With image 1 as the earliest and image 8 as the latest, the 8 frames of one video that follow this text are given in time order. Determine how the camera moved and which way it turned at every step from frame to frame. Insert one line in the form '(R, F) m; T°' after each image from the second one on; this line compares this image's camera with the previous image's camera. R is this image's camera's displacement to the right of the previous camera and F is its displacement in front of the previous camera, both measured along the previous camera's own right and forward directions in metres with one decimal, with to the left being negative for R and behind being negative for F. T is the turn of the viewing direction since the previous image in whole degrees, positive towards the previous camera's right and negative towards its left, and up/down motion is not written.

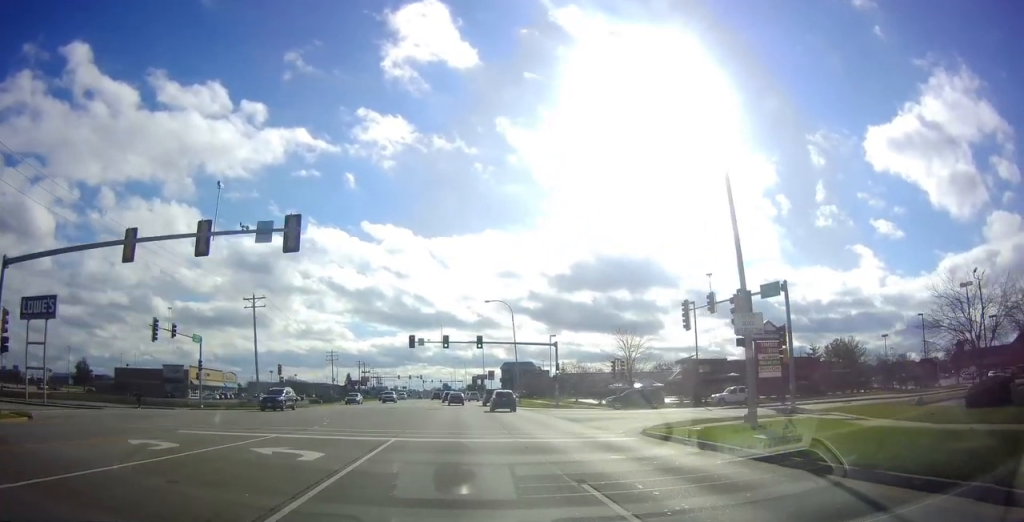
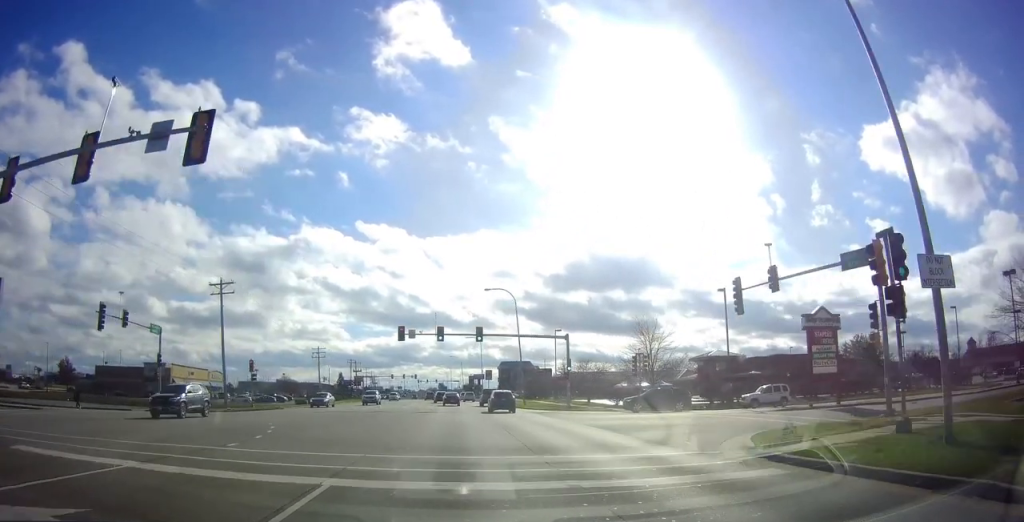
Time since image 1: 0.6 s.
(-0.3, +8.2) m; -1°
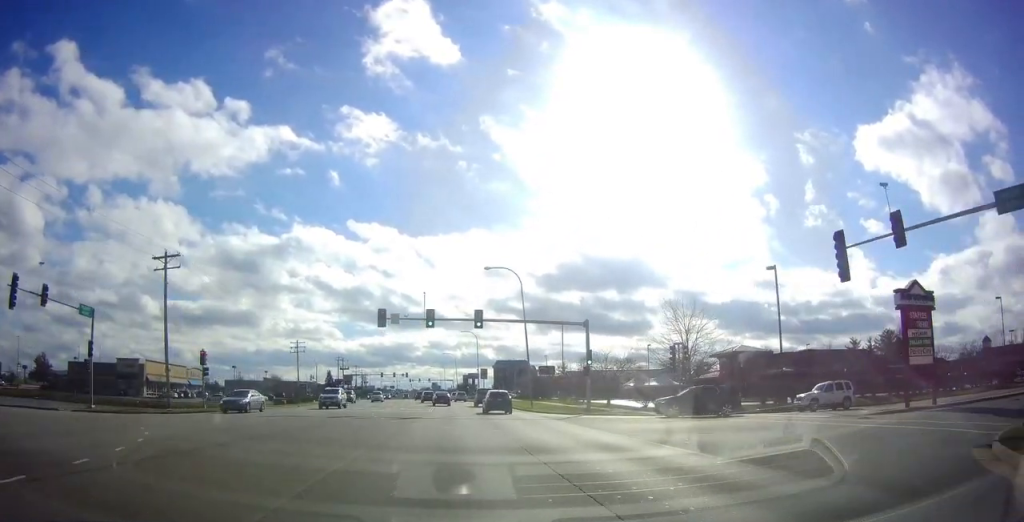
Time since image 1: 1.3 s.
(-0.3, +10.5) m; 0°
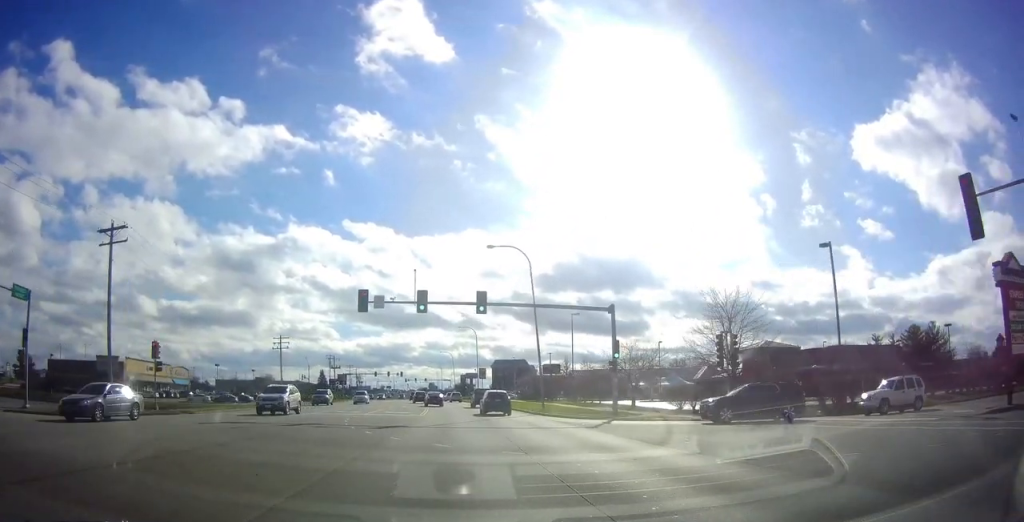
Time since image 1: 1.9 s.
(+0.2, +7.7) m; +1°
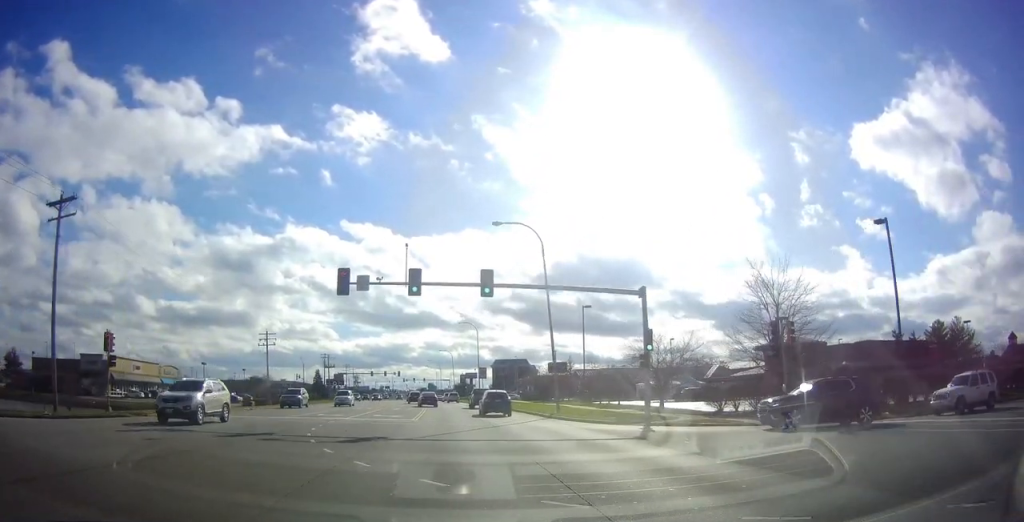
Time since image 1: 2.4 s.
(+0.1, +6.7) m; +1°
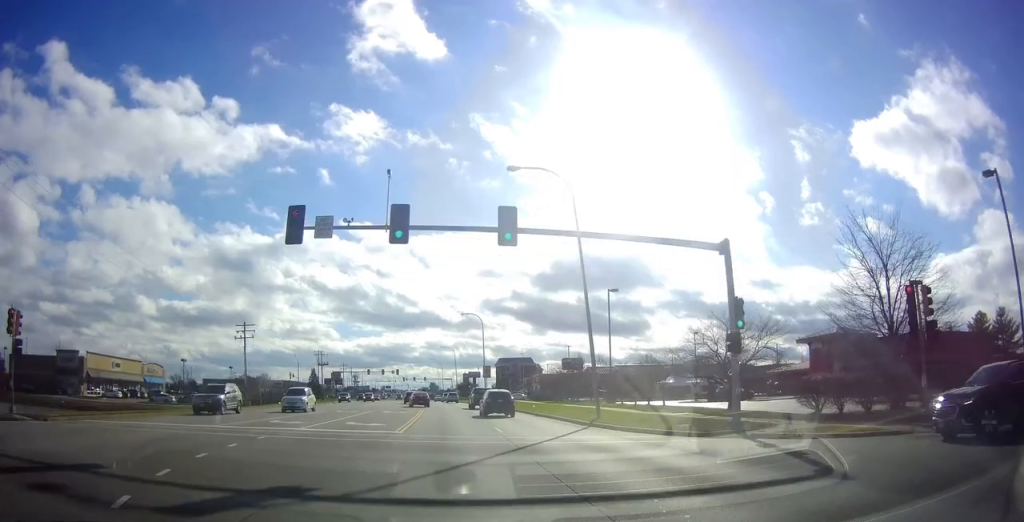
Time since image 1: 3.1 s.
(+0.1, +9.6) m; 0°
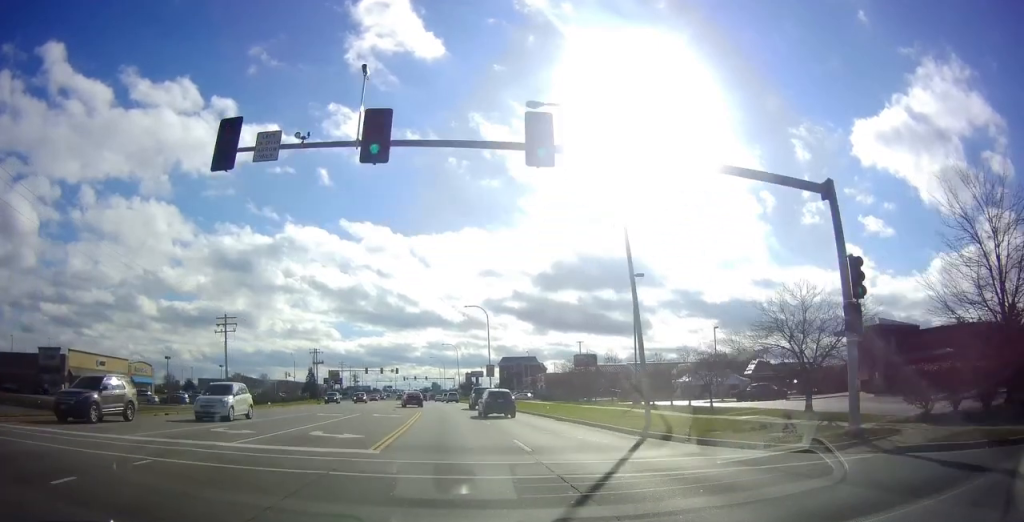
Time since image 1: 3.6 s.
(0.0, +6.8) m; 0°
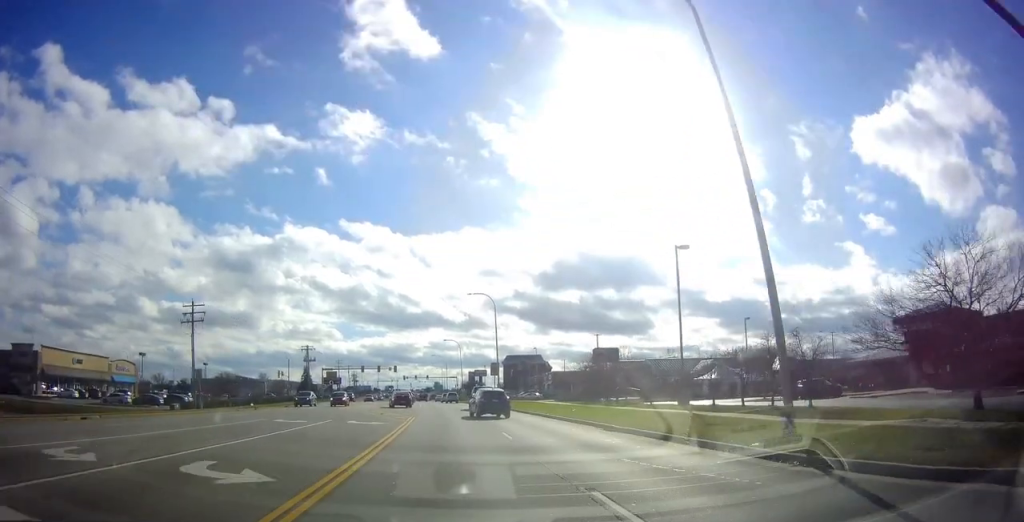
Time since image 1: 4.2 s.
(0.0, +9.0) m; 0°
